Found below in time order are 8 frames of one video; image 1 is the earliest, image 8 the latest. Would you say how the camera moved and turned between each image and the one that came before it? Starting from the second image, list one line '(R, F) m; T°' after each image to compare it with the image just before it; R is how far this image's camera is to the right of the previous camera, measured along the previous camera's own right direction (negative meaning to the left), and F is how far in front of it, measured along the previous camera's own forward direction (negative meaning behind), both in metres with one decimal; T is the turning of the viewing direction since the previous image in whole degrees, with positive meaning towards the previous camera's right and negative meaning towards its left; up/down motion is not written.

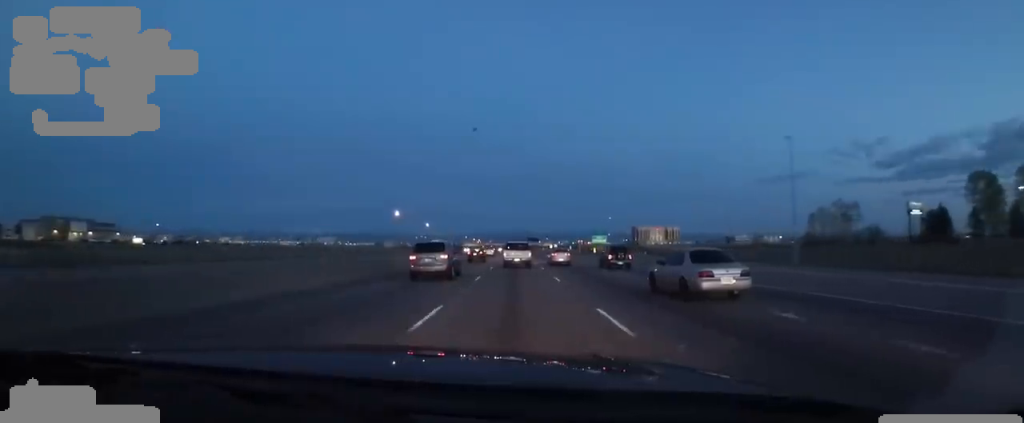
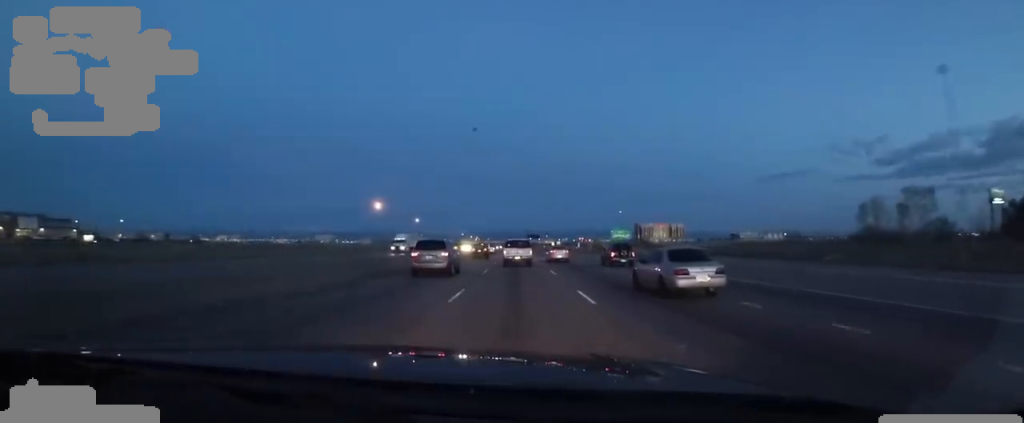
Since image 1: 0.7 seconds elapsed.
(-0.2, +20.8) m; 0°
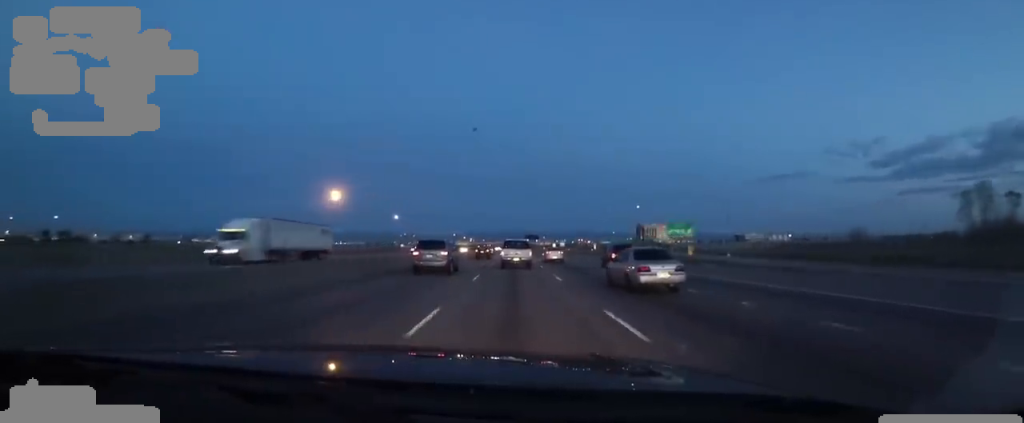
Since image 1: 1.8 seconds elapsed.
(+0.2, +29.8) m; +1°
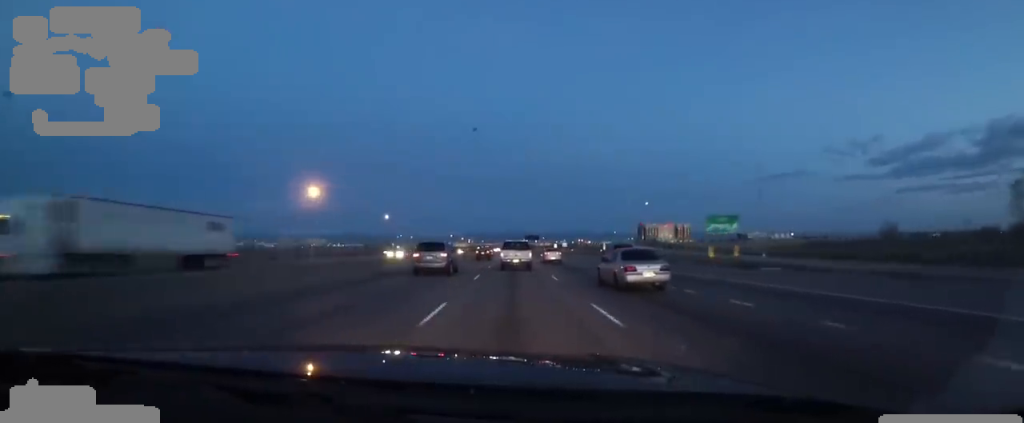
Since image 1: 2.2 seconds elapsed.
(0.0, +11.8) m; +1°
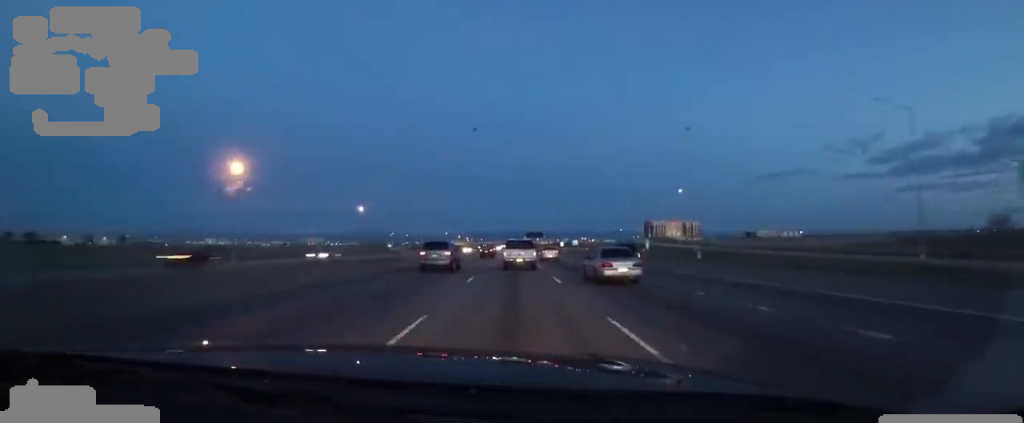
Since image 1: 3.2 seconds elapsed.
(+0.5, +26.9) m; +2°
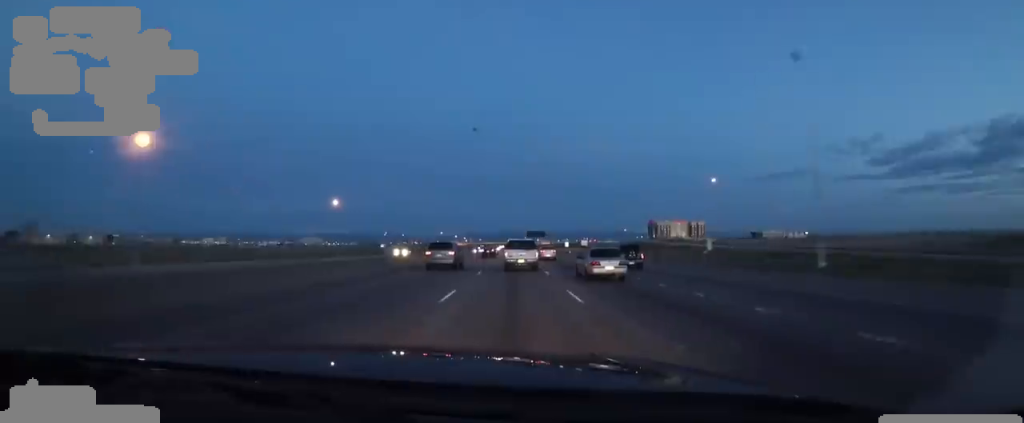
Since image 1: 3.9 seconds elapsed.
(+1.0, +18.5) m; 0°
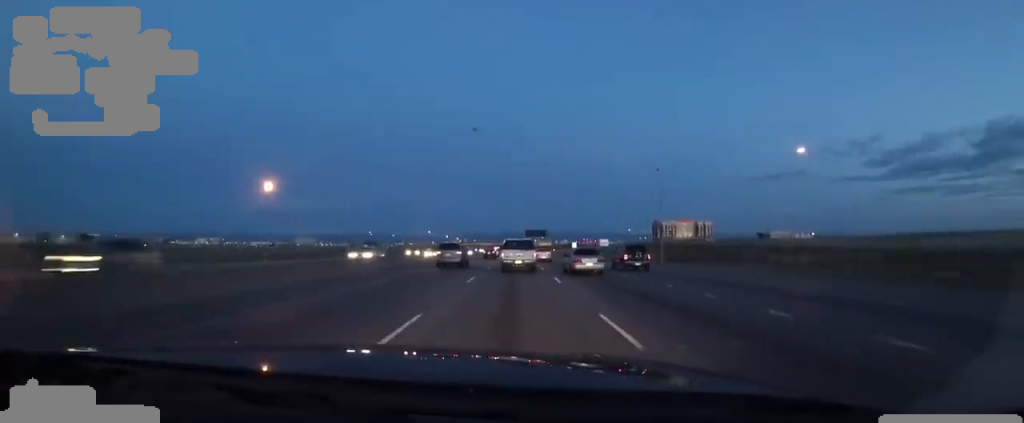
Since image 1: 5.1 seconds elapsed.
(-1.7, +29.2) m; -3°
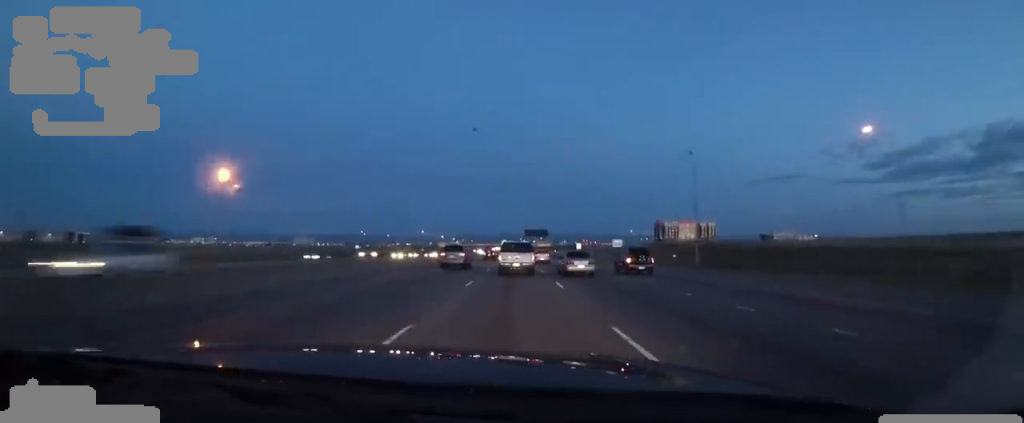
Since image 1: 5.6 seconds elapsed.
(0.0, +12.6) m; 0°
